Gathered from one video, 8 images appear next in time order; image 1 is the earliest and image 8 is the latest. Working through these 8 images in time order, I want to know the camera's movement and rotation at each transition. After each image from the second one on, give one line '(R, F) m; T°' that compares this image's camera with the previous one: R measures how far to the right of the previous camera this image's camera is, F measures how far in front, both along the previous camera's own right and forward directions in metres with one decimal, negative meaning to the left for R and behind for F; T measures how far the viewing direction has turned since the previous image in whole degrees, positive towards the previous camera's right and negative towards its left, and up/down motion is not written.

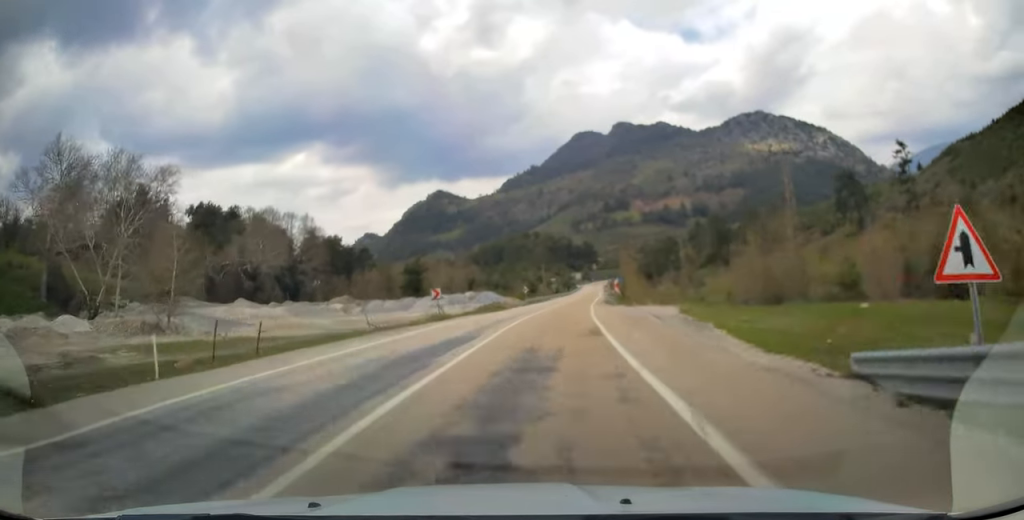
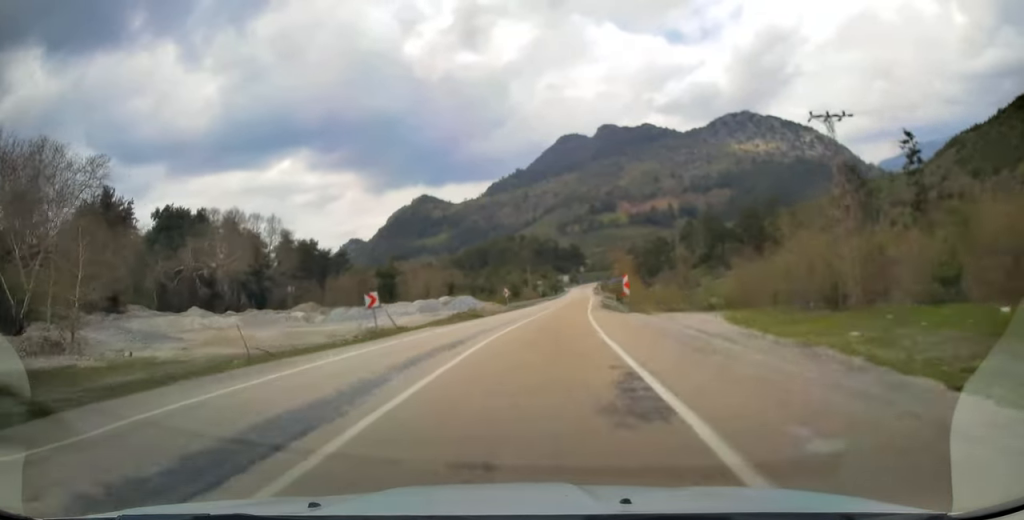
(+0.3, +10.9) m; +2°
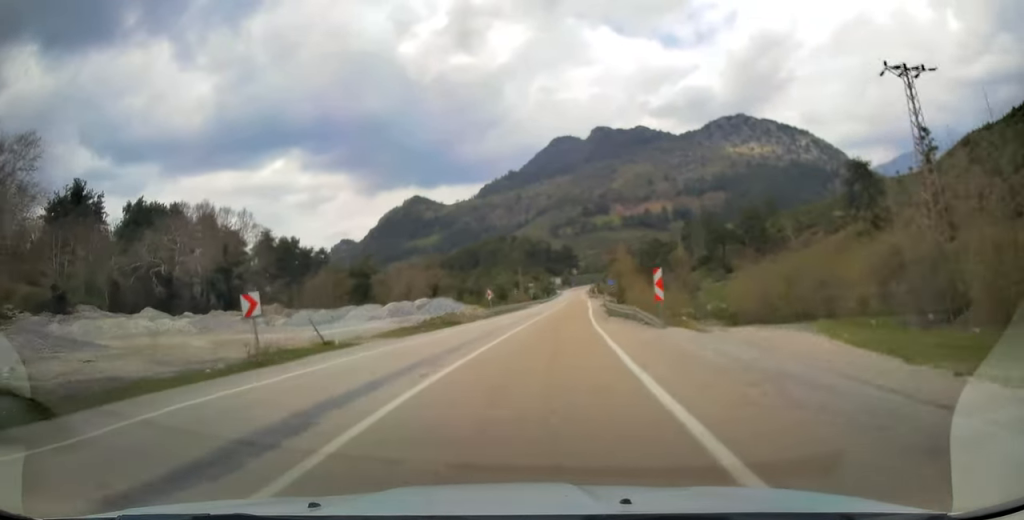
(0.0, +10.1) m; +1°
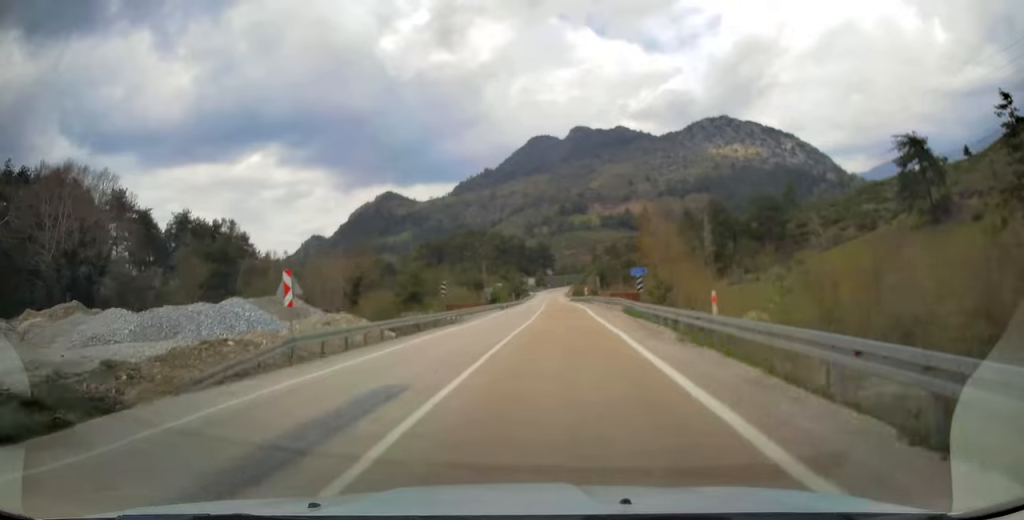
(+1.1, +38.3) m; +2°
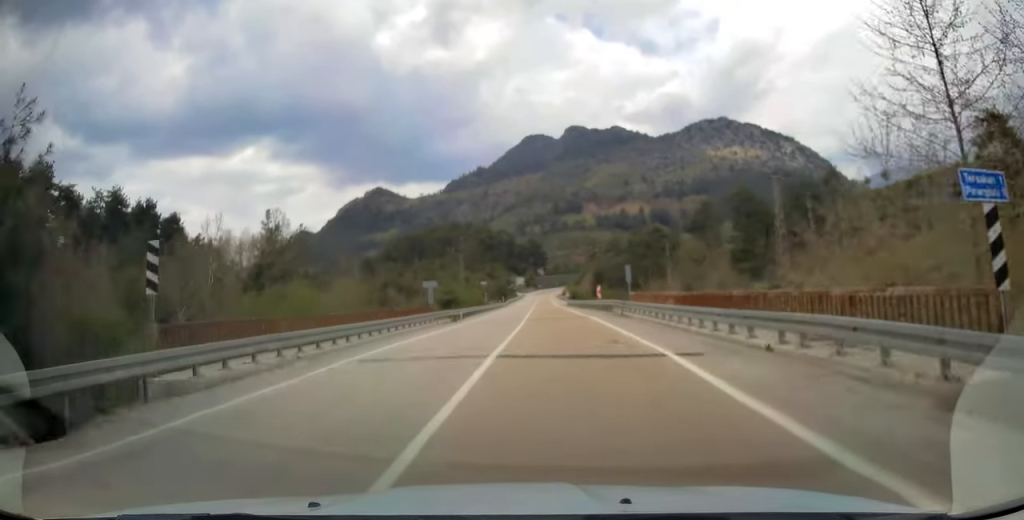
(+0.1, +30.6) m; 0°
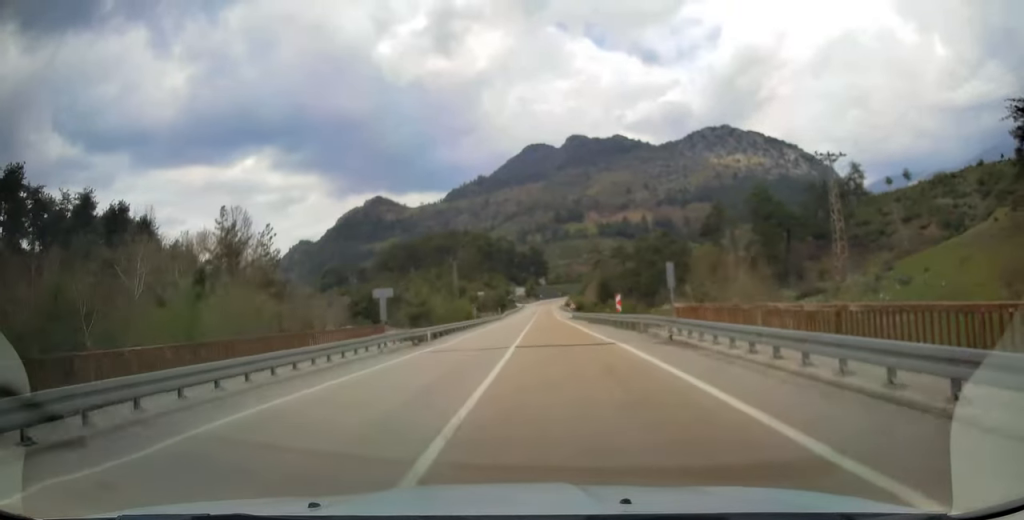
(0.0, +12.0) m; 0°
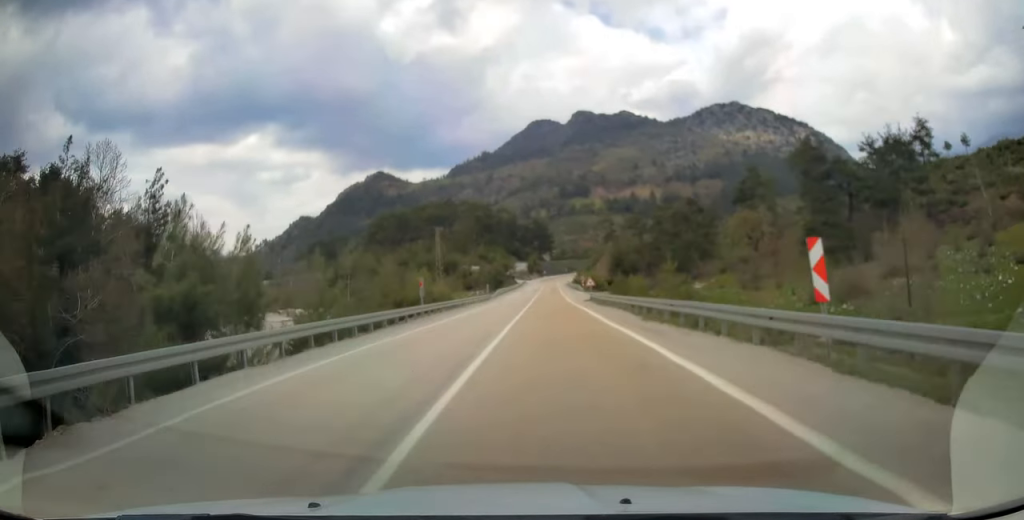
(-0.2, +25.9) m; 0°
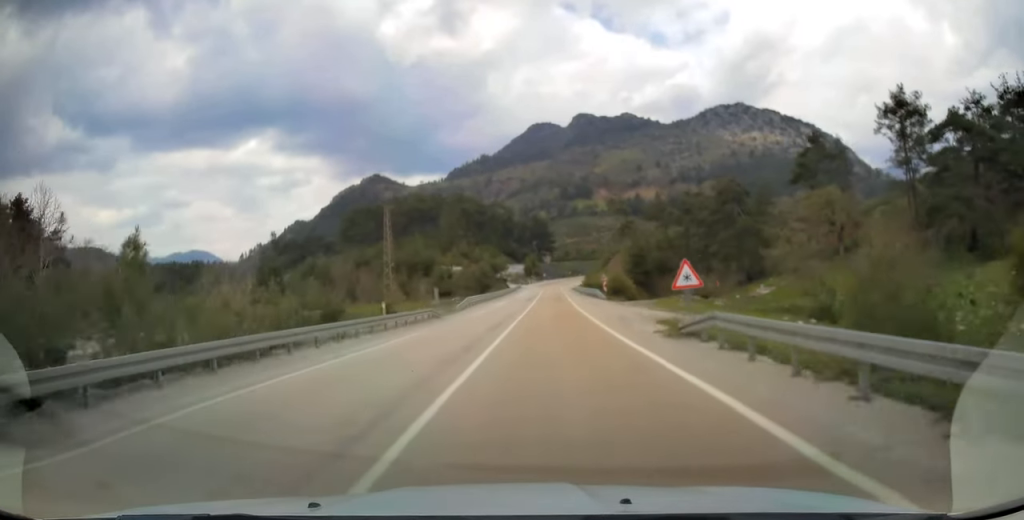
(-0.3, +34.8) m; -1°
